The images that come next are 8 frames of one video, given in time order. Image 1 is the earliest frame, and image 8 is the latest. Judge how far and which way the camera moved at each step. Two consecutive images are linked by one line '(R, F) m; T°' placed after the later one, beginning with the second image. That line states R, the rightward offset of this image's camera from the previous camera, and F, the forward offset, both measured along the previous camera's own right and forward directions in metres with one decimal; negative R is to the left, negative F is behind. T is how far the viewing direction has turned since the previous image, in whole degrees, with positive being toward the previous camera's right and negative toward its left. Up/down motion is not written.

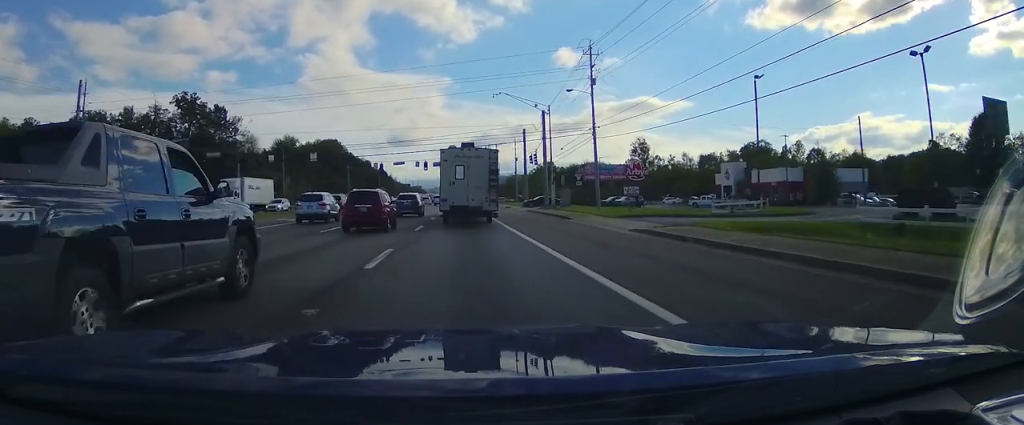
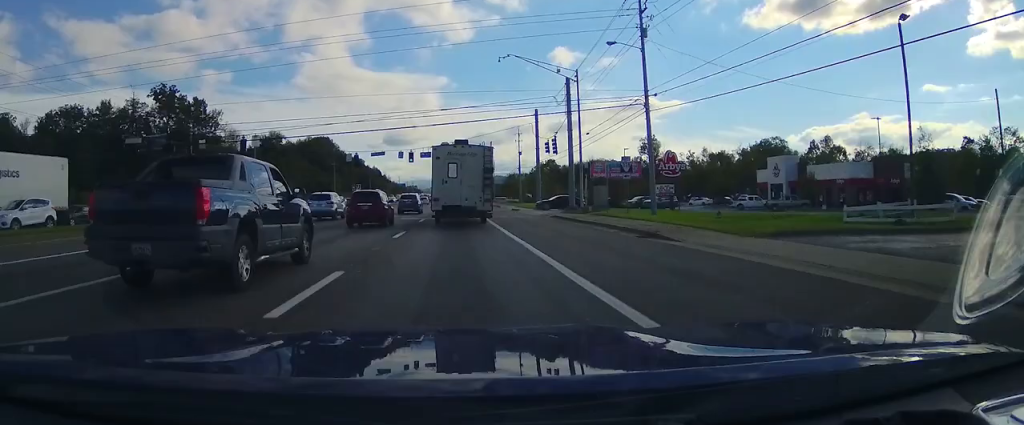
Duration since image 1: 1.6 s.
(+0.1, +17.8) m; 0°
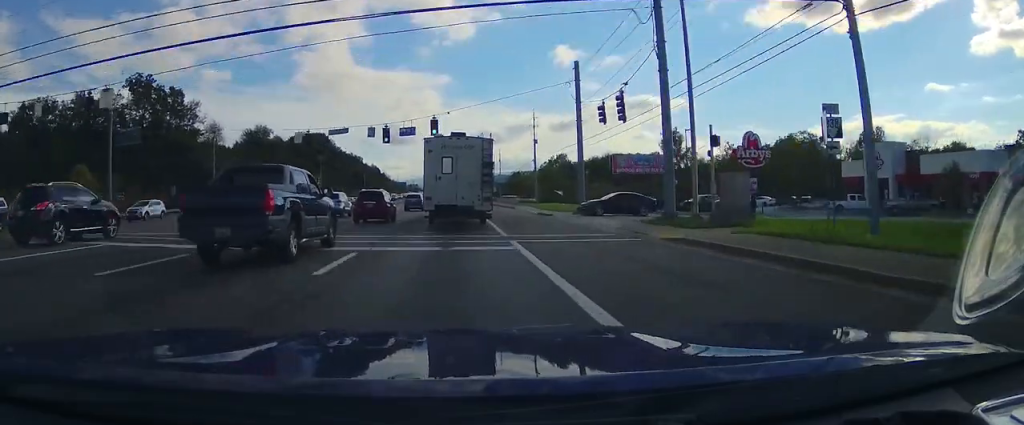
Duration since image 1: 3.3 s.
(+0.1, +20.6) m; 0°
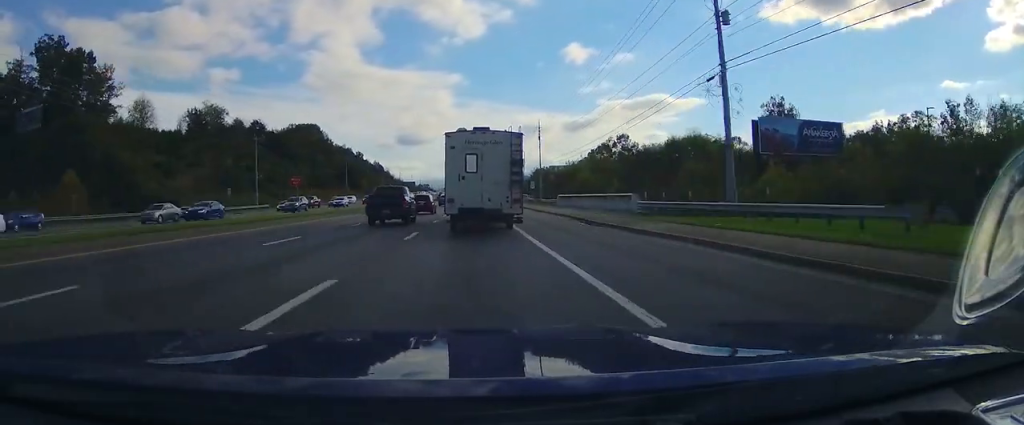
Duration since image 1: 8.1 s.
(-0.3, +71.5) m; 0°
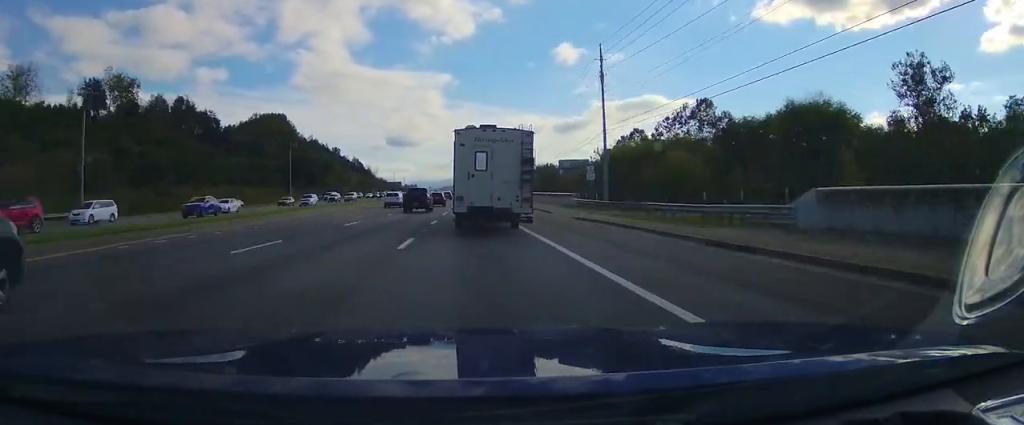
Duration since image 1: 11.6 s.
(+0.4, +61.4) m; 0°
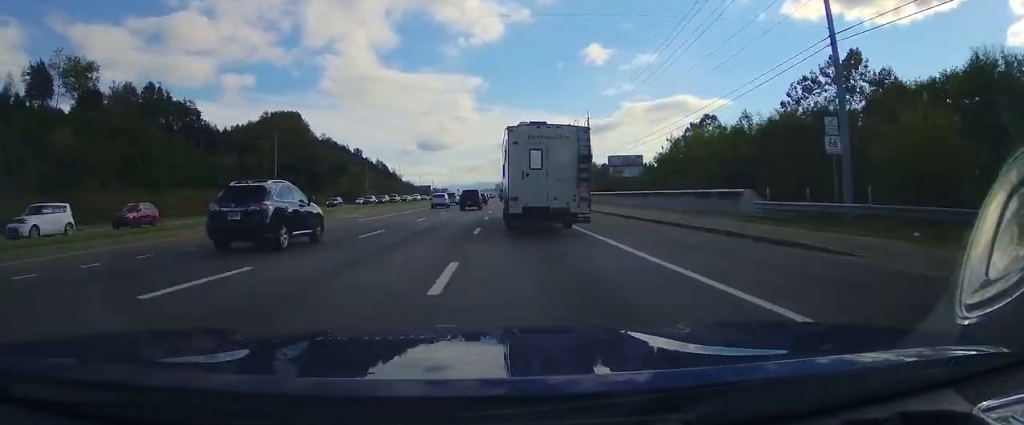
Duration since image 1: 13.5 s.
(-0.9, +37.4) m; 0°
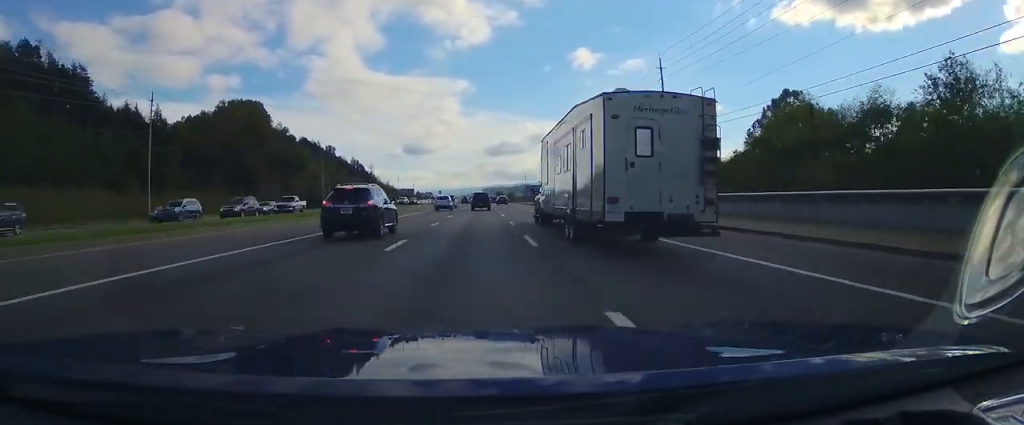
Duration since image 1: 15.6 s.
(-0.3, +44.5) m; 0°
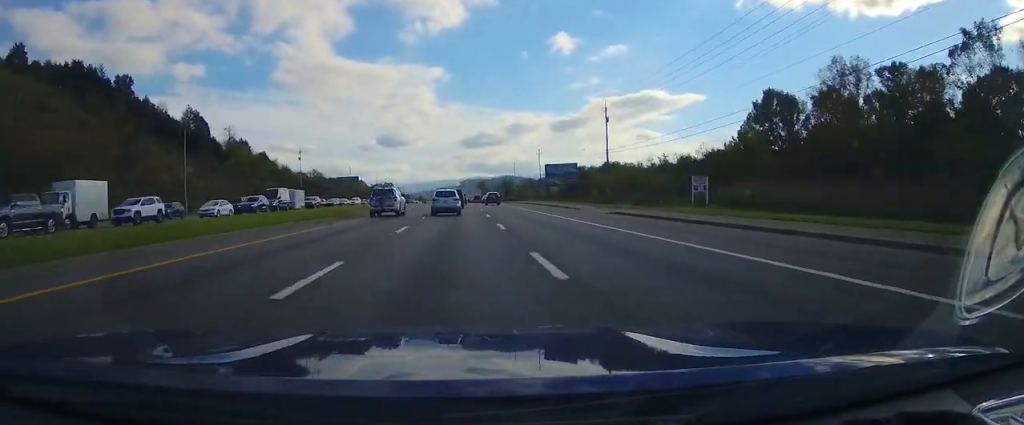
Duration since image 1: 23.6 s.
(+2.6, +185.8) m; 0°
